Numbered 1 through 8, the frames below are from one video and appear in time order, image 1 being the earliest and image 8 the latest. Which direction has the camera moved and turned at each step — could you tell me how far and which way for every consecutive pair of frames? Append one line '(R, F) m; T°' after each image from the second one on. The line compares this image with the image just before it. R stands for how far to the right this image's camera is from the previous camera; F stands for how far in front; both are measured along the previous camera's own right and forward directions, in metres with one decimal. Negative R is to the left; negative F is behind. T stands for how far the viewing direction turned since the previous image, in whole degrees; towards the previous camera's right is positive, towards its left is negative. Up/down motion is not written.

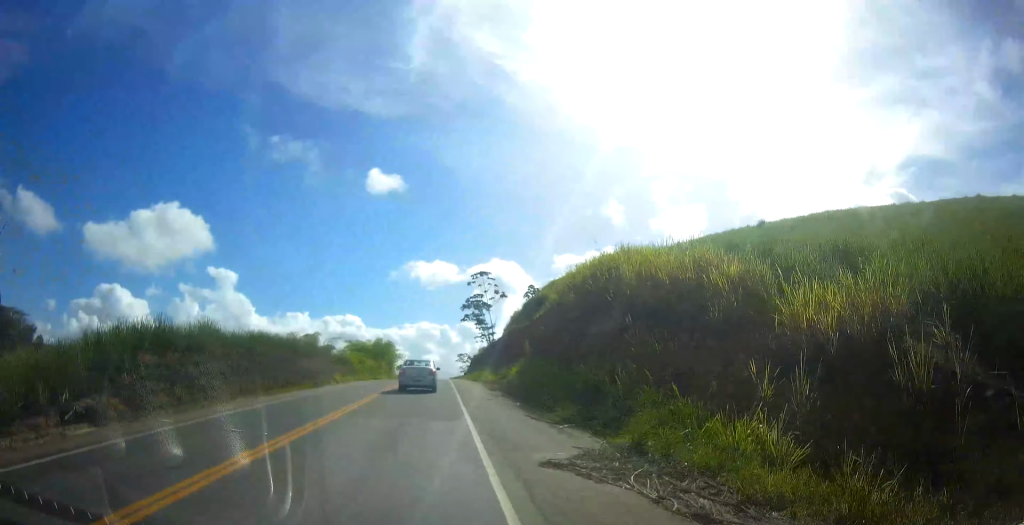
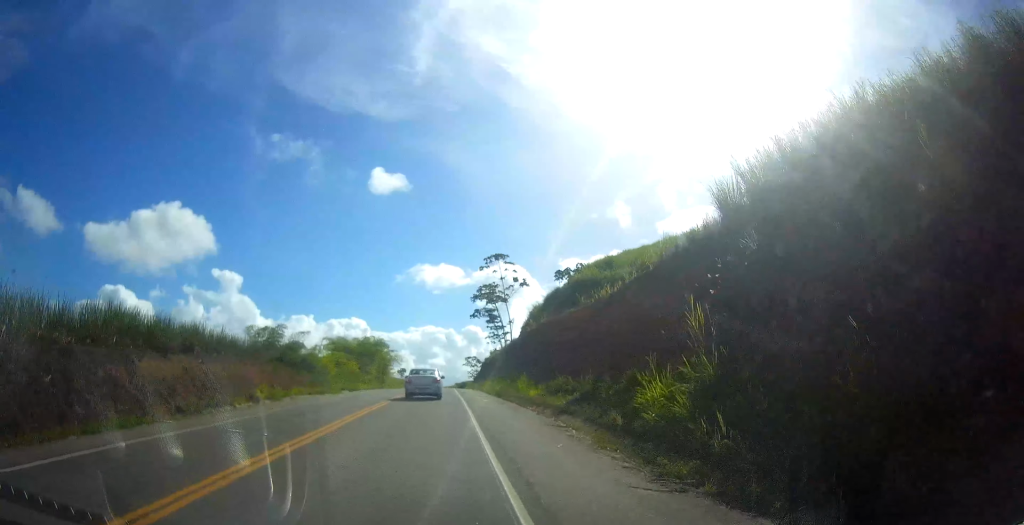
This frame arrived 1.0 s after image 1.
(0.0, +25.1) m; 0°
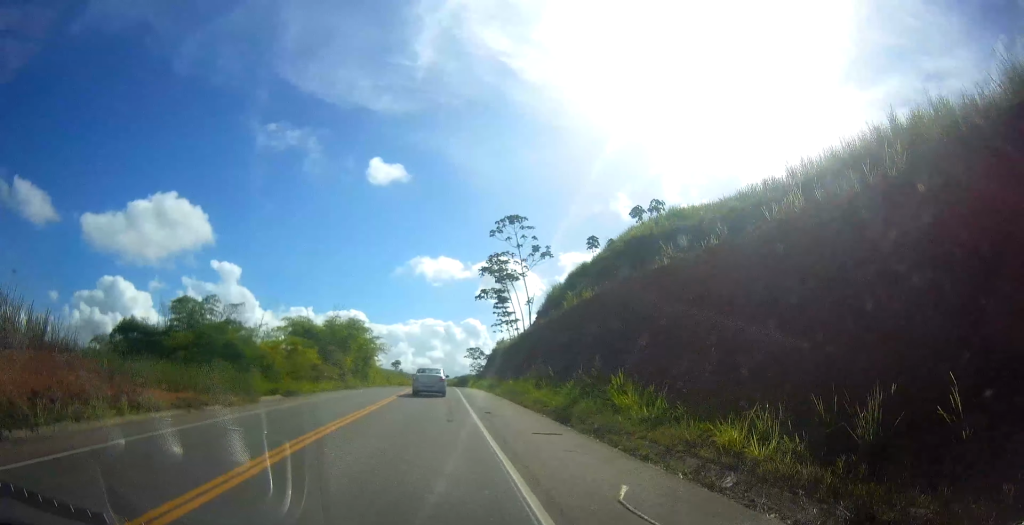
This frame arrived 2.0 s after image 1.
(0.0, +23.5) m; 0°
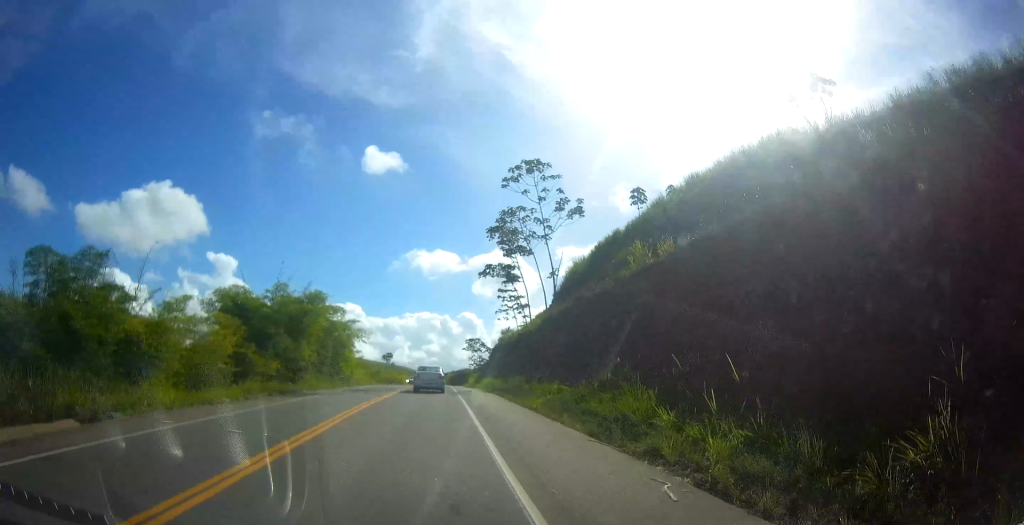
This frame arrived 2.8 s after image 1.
(+0.1, +18.9) m; +1°
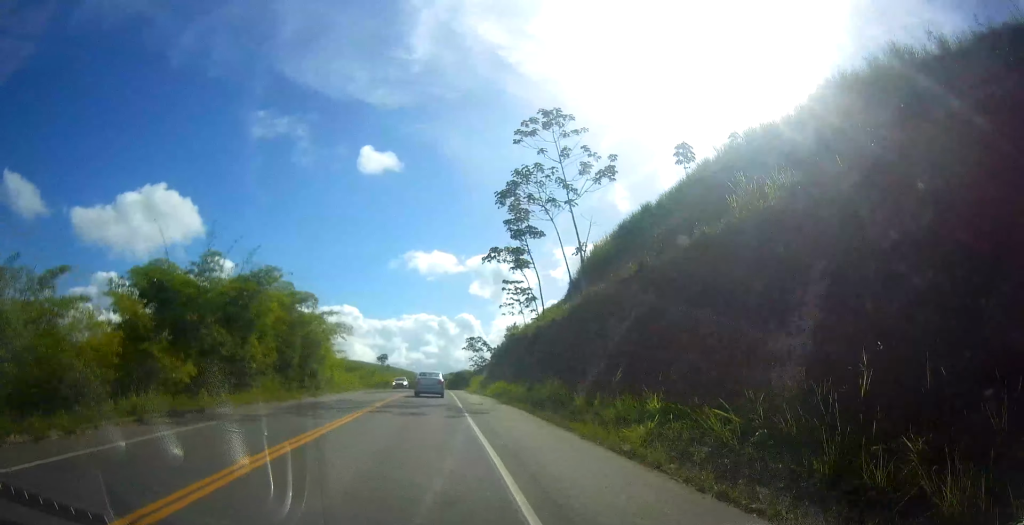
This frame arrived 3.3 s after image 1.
(+0.1, +12.6) m; 0°
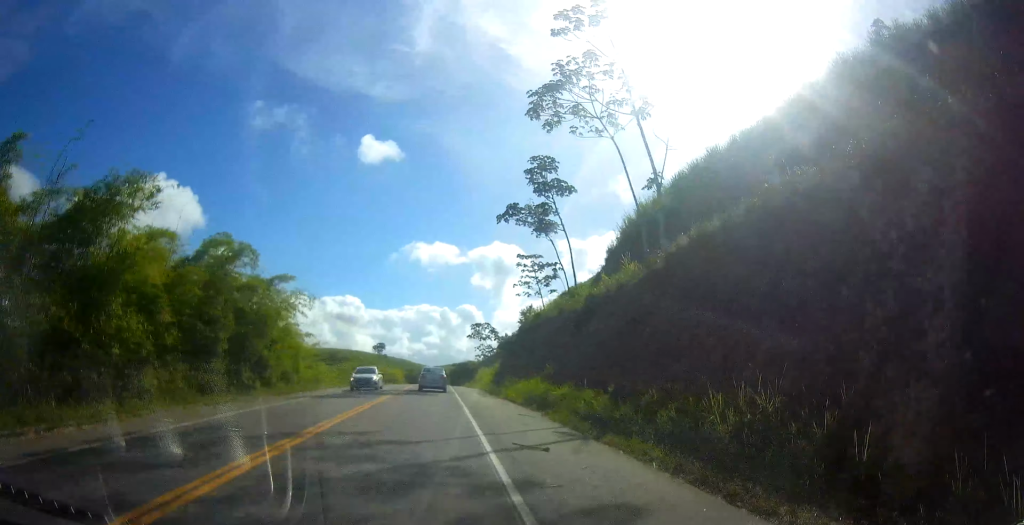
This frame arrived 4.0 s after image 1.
(-0.1, +16.4) m; -1°
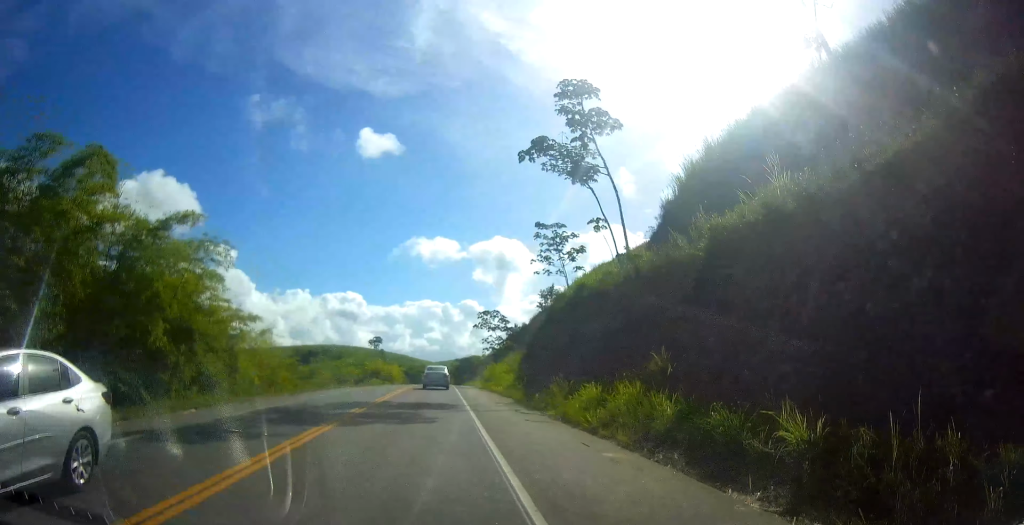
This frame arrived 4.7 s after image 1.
(-0.2, +15.4) m; -1°
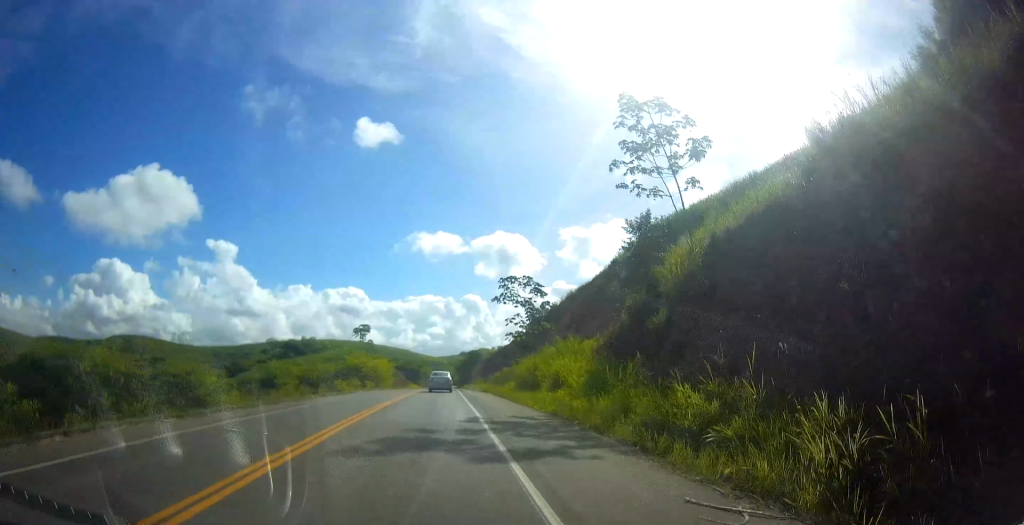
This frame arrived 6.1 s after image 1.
(+0.4, +32.7) m; +1°
